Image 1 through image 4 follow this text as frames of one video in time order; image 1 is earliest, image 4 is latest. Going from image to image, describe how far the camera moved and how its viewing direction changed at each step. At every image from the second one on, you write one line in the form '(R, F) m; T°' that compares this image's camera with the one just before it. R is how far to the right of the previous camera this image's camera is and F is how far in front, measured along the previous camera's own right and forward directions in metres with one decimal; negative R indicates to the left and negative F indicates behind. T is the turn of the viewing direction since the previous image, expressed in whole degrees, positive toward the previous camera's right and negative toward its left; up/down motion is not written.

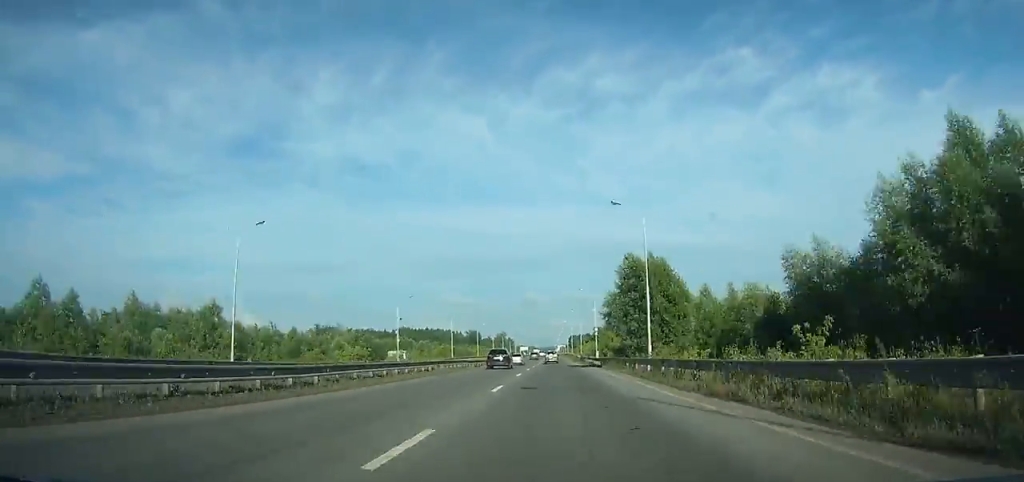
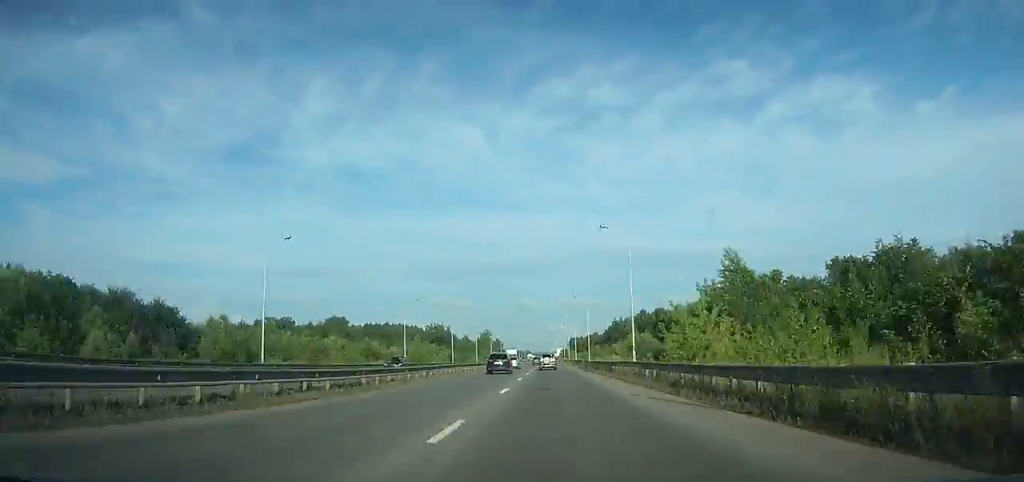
(+0.4, +126.7) m; 0°
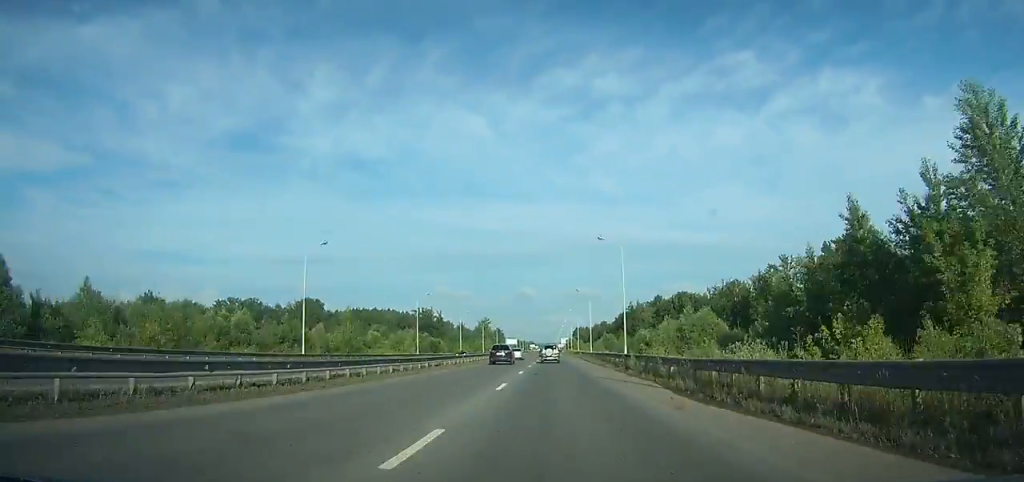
(+0.1, +37.5) m; 0°
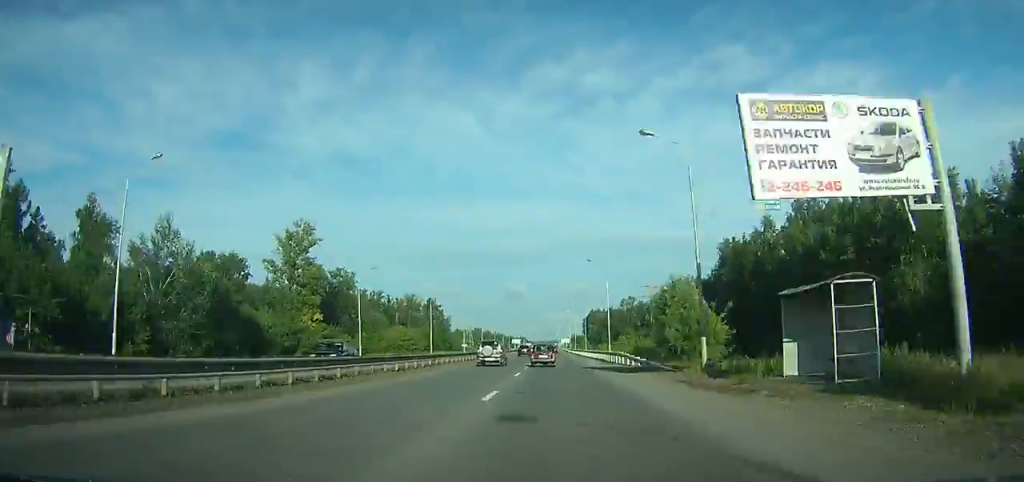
(-1.6, +322.3) m; -1°
